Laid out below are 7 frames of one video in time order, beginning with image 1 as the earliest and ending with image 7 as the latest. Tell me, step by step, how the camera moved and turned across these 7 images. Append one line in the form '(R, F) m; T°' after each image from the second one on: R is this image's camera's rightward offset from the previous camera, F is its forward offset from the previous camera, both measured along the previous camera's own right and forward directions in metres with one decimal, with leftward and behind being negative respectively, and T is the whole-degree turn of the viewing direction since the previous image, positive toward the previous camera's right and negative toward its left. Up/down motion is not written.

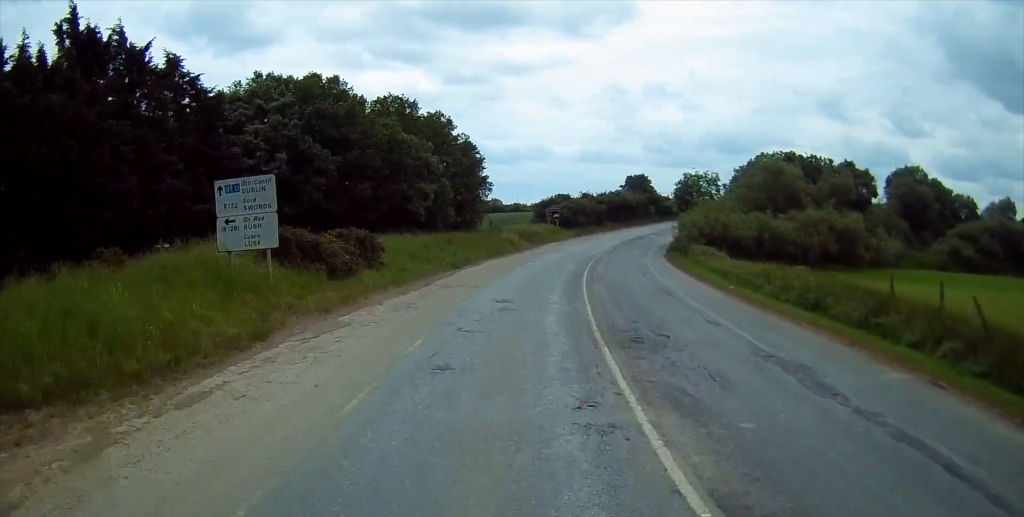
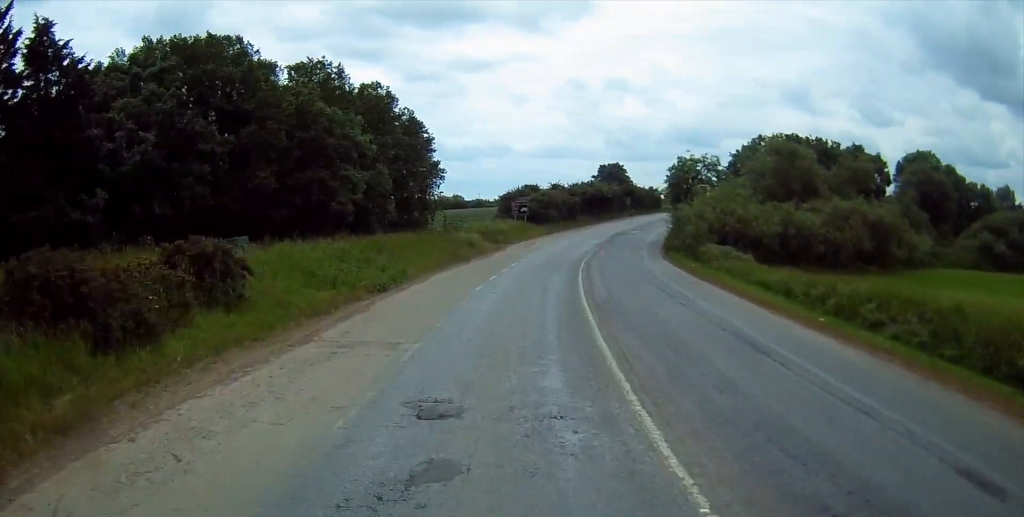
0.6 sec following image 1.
(+0.5, +12.5) m; +3°
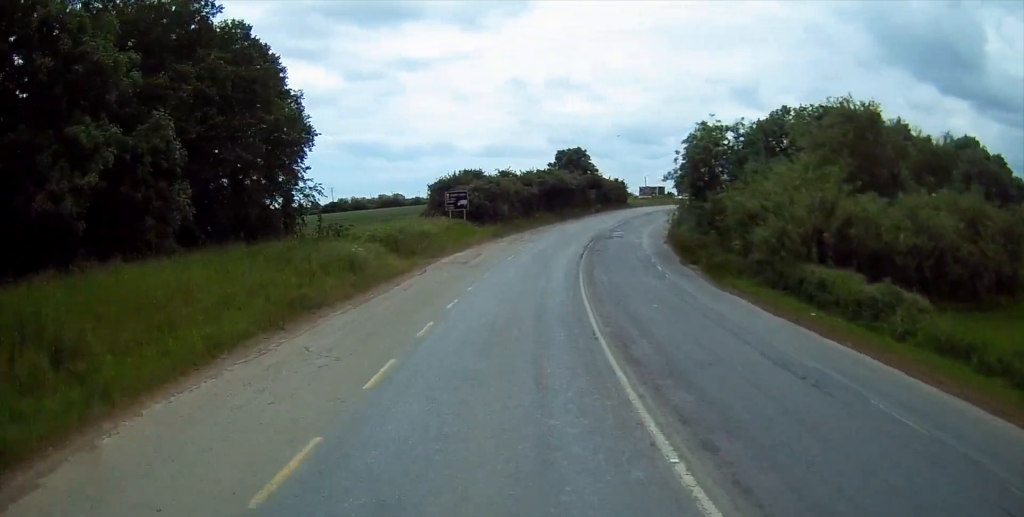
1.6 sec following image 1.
(+1.0, +22.1) m; +5°
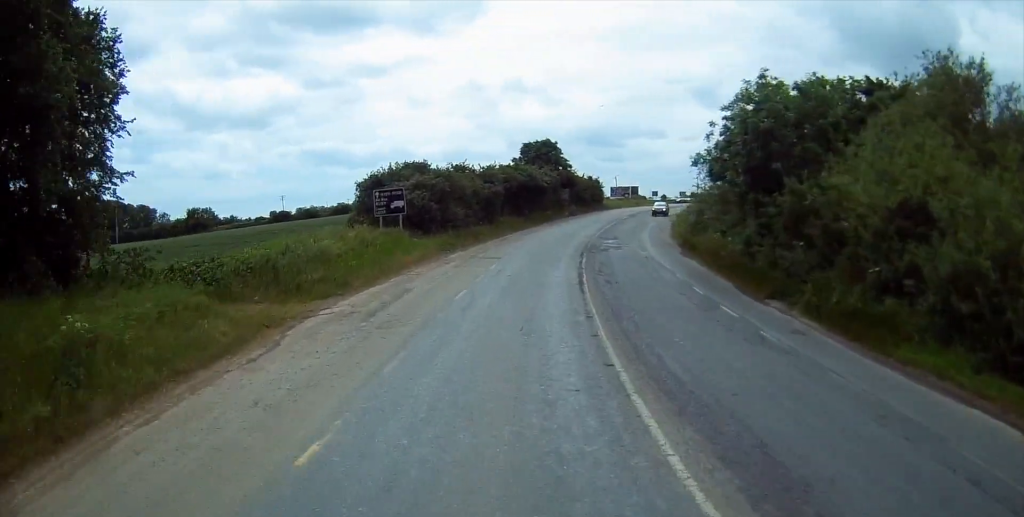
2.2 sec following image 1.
(+0.1, +14.8) m; +4°
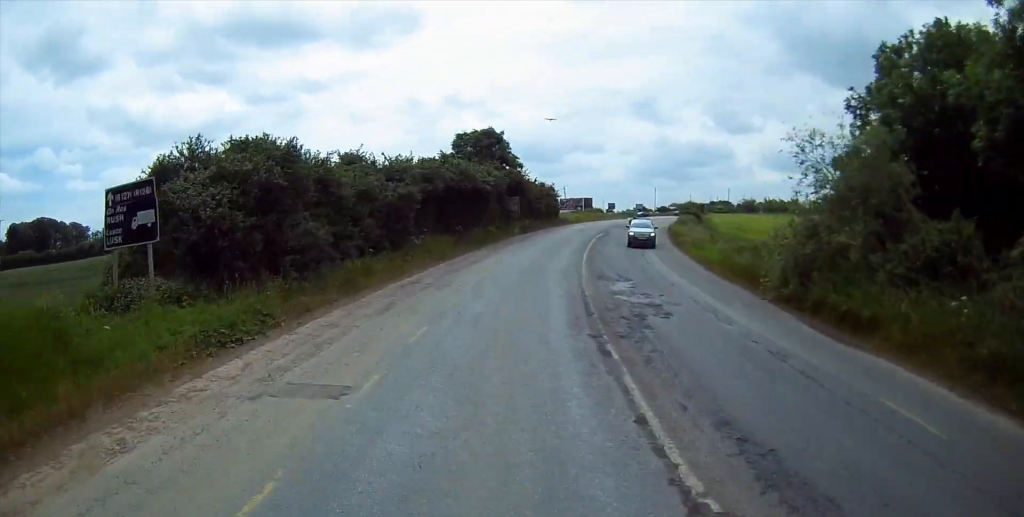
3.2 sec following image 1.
(+1.2, +22.1) m; +5°
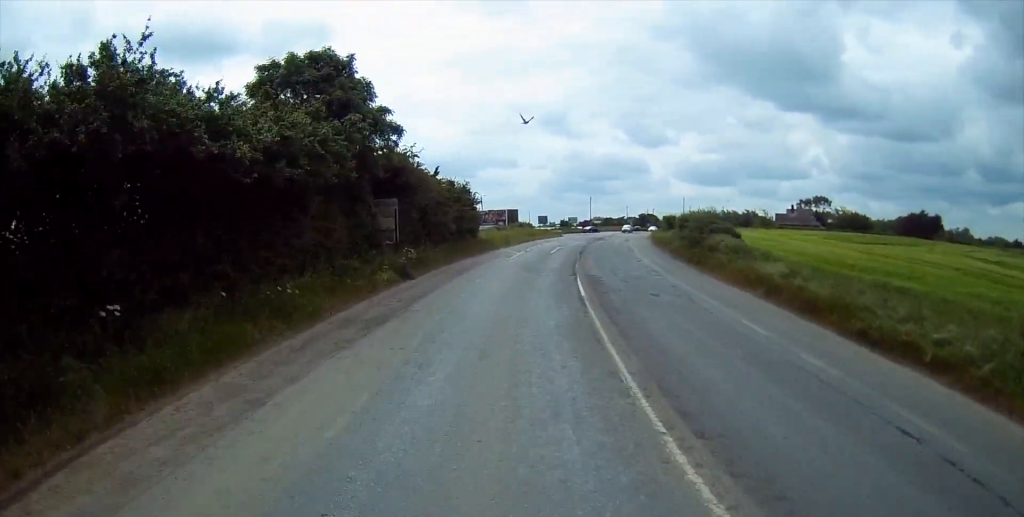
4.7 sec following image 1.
(+2.1, +33.0) m; +7°
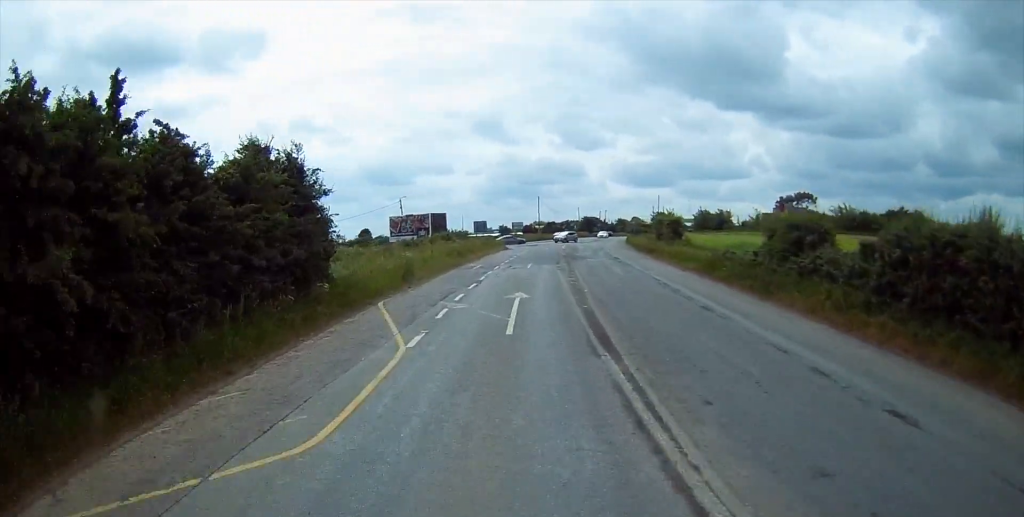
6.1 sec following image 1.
(+1.8, +30.7) m; +6°
